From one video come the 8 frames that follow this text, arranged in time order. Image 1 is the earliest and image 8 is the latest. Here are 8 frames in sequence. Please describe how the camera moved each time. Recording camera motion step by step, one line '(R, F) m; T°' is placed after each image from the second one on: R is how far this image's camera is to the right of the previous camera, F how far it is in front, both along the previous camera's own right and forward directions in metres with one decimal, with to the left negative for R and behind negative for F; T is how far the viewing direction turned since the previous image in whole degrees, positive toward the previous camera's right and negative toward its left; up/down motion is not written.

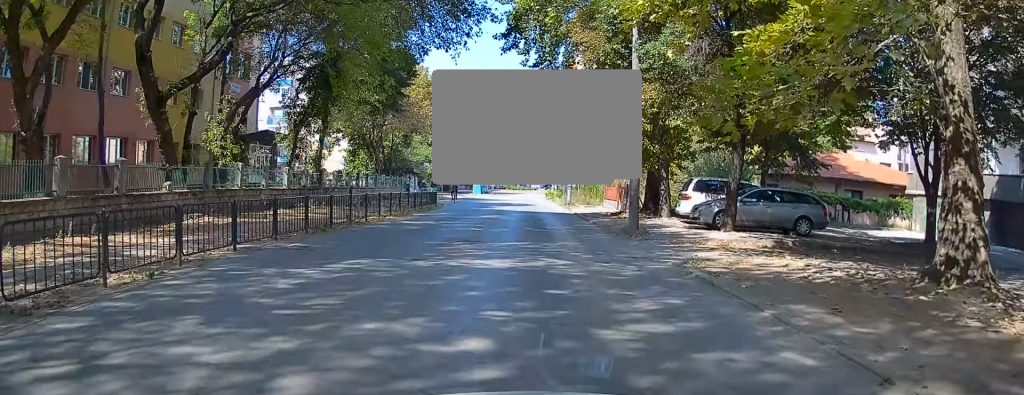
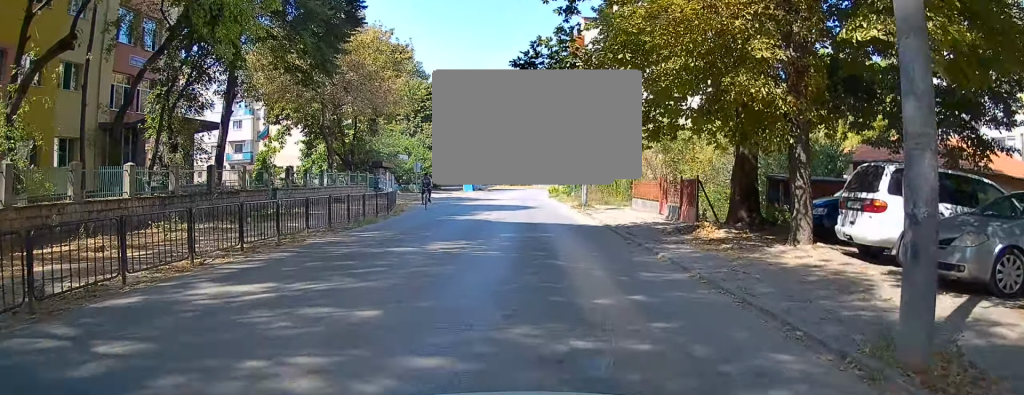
(+0.4, +12.9) m; +1°
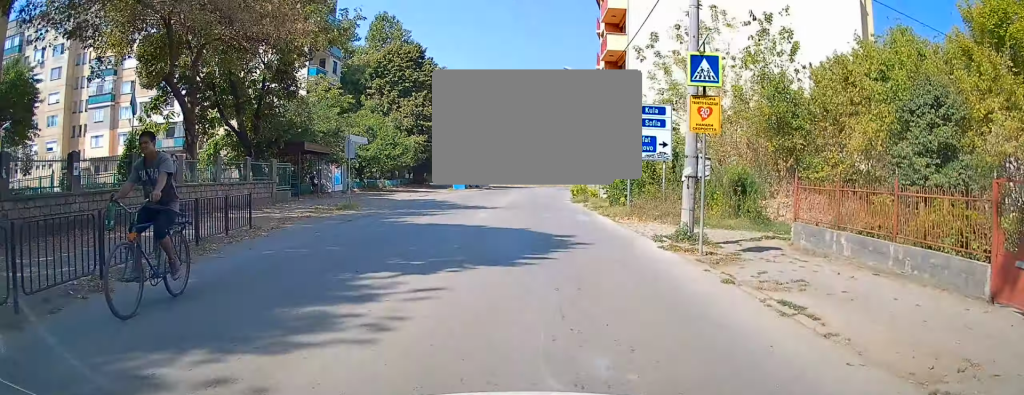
(-0.4, +20.1) m; +1°
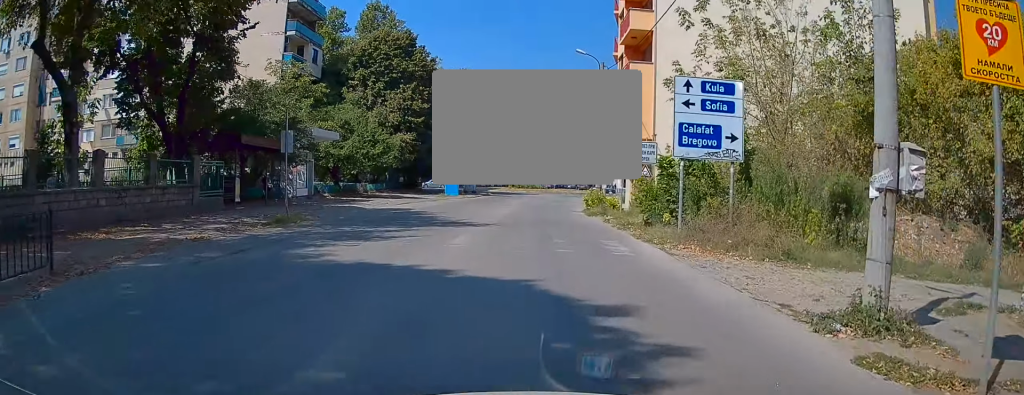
(+0.2, +7.8) m; +1°
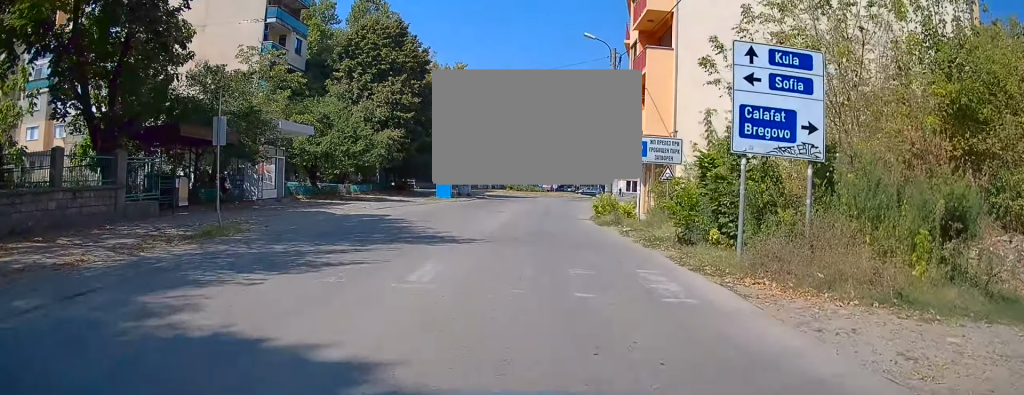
(+0.2, +4.7) m; -1°
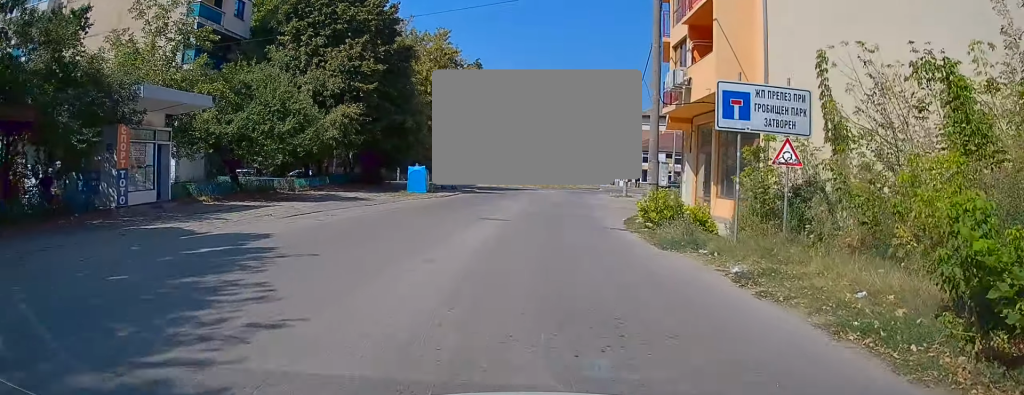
(-0.7, +11.5) m; -5°
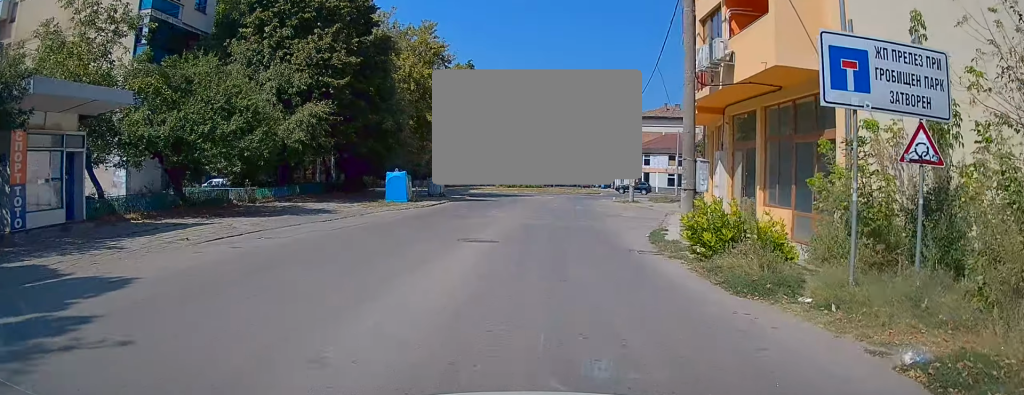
(0.0, +5.3) m; 0°
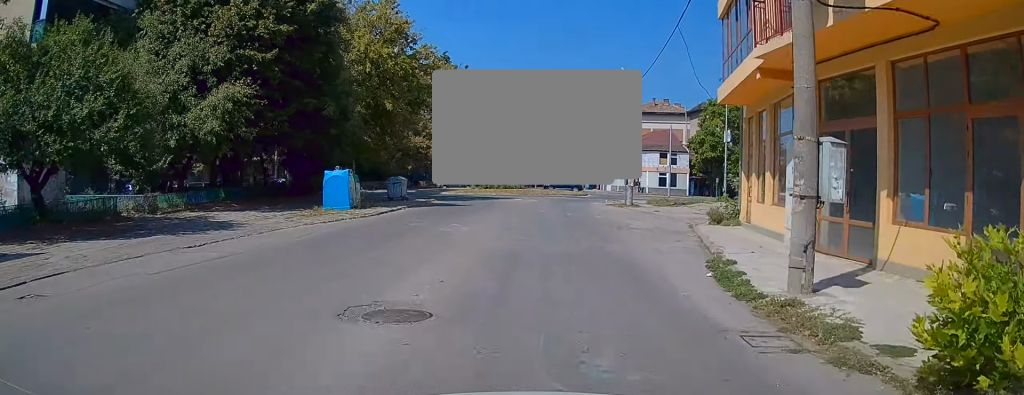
(0.0, +7.7) m; +3°
